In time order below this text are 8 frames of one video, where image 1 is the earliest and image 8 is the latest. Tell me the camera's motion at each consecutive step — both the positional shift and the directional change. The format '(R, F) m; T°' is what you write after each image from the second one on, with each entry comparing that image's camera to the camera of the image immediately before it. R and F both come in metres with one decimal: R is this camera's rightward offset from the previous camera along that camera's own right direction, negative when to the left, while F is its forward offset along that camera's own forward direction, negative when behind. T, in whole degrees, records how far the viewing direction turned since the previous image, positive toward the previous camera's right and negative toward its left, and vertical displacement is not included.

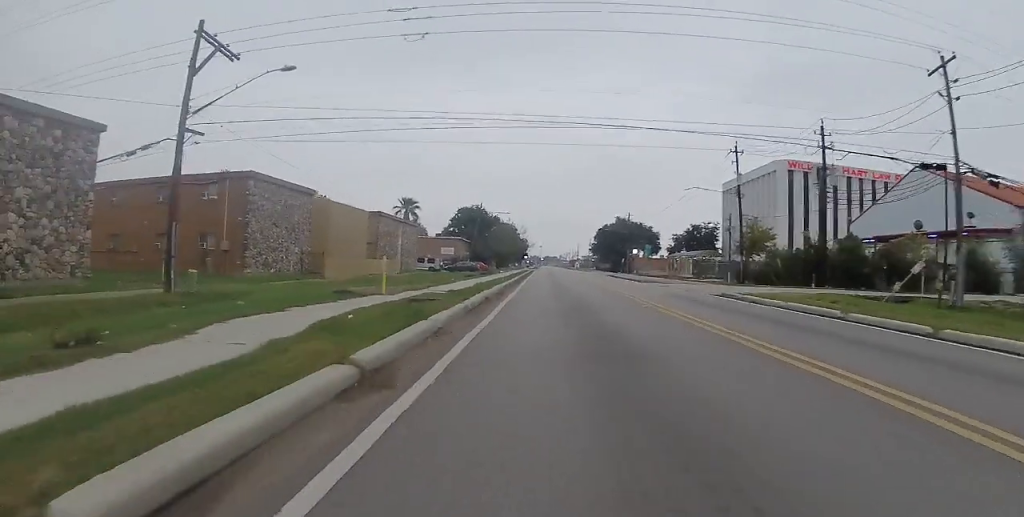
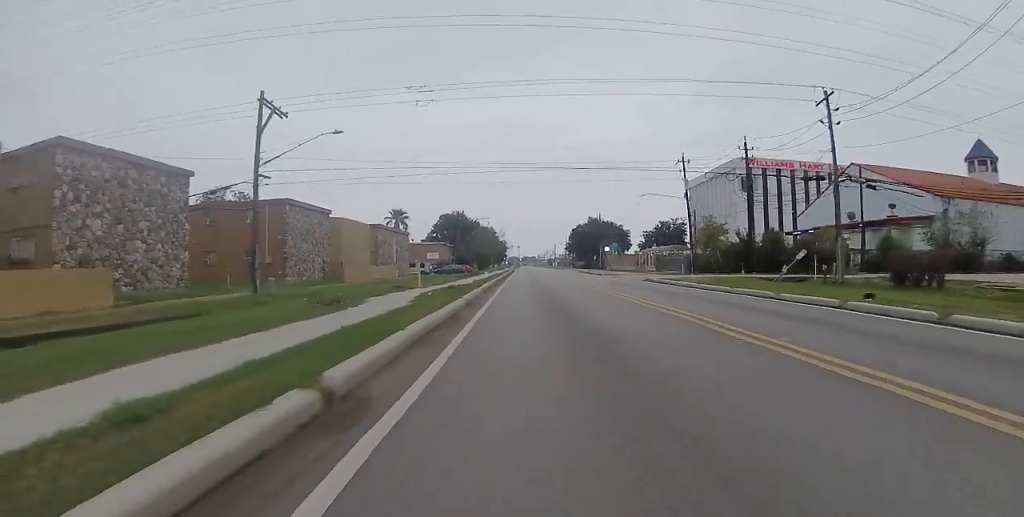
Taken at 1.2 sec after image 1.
(+0.4, +7.4) m; +3°
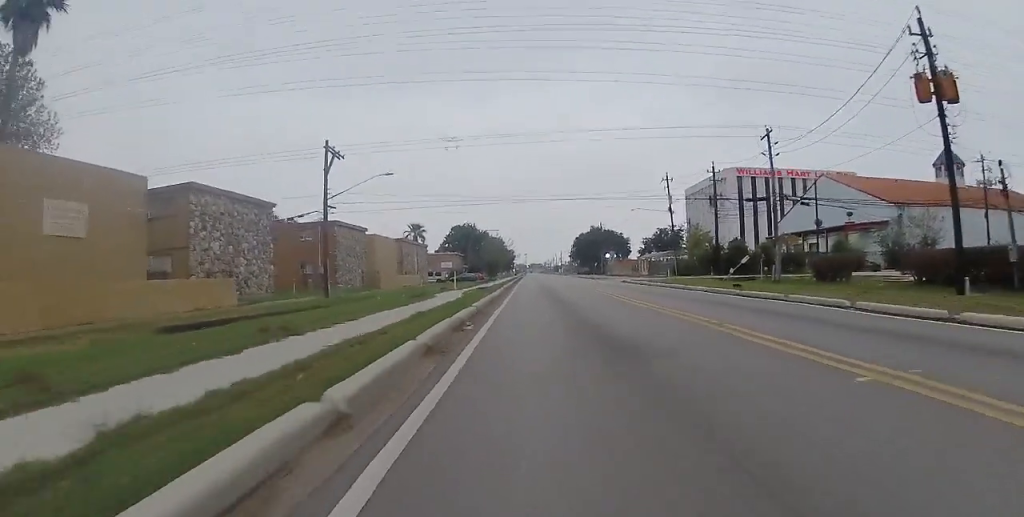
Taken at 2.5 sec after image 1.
(-0.1, +8.6) m; +1°
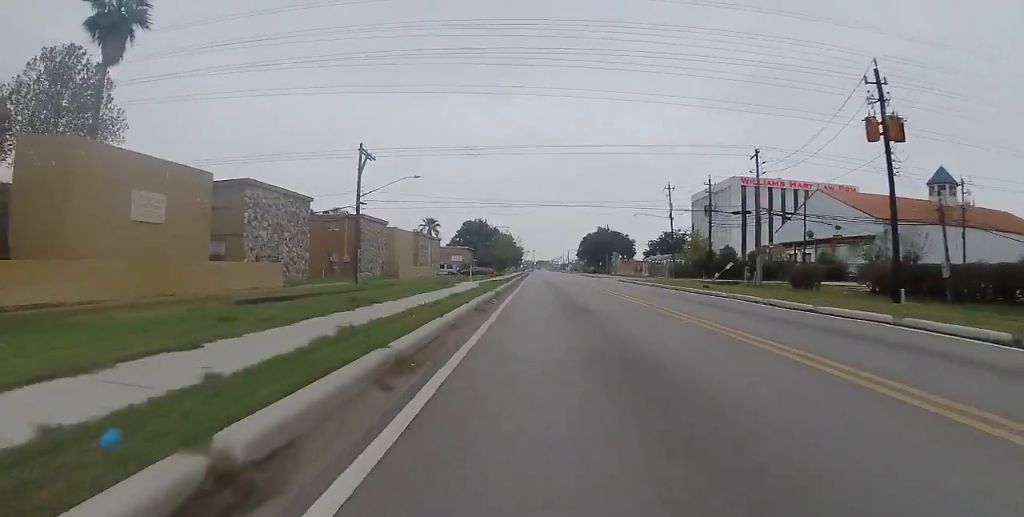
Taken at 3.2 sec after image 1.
(+0.2, +4.5) m; 0°
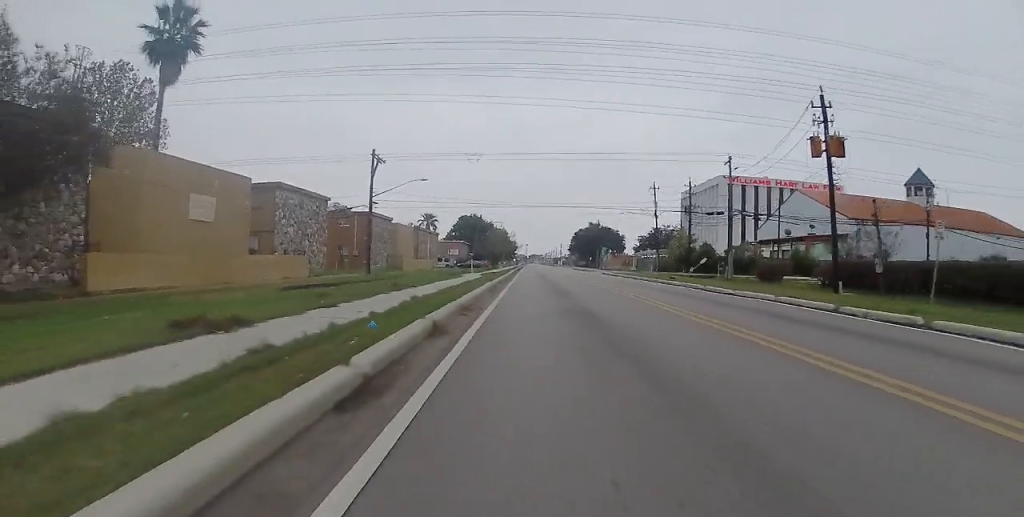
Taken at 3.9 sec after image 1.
(-0.1, +4.8) m; 0°
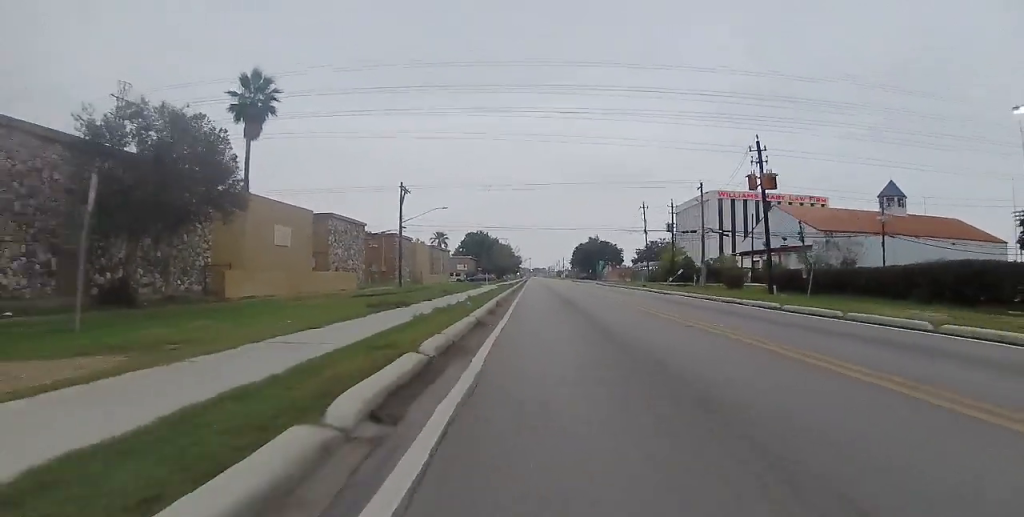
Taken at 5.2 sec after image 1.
(+0.1, +9.0) m; 0°
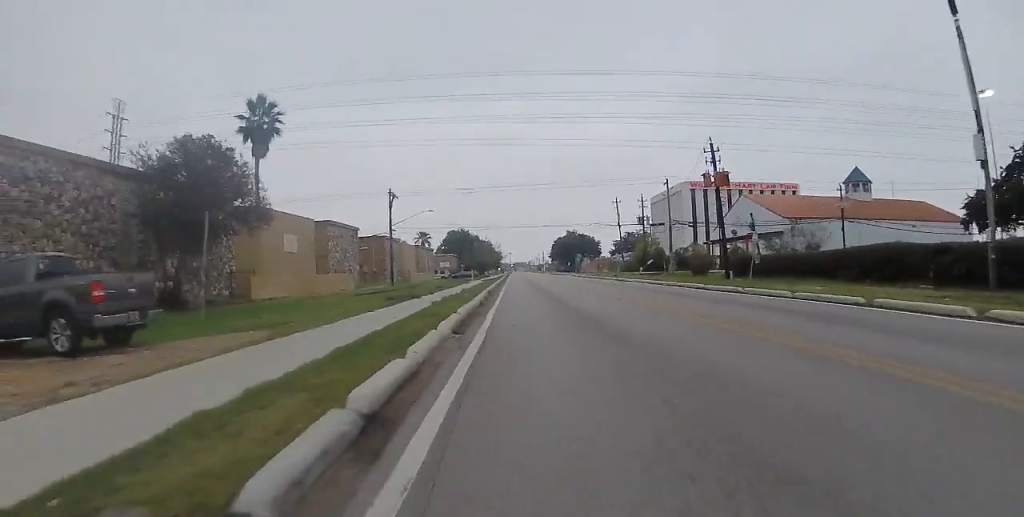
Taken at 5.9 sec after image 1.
(-0.1, +4.7) m; -1°
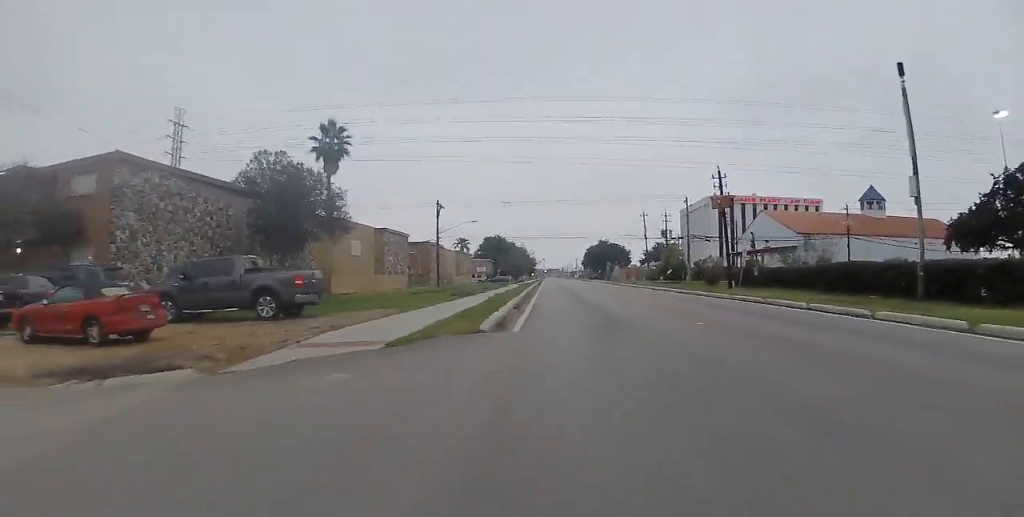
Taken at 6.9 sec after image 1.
(-0.2, +7.0) m; -2°
